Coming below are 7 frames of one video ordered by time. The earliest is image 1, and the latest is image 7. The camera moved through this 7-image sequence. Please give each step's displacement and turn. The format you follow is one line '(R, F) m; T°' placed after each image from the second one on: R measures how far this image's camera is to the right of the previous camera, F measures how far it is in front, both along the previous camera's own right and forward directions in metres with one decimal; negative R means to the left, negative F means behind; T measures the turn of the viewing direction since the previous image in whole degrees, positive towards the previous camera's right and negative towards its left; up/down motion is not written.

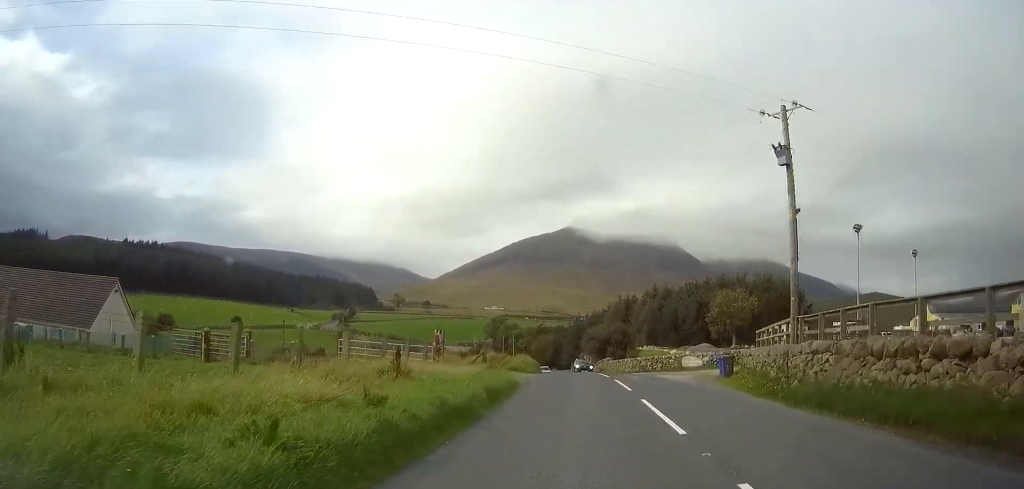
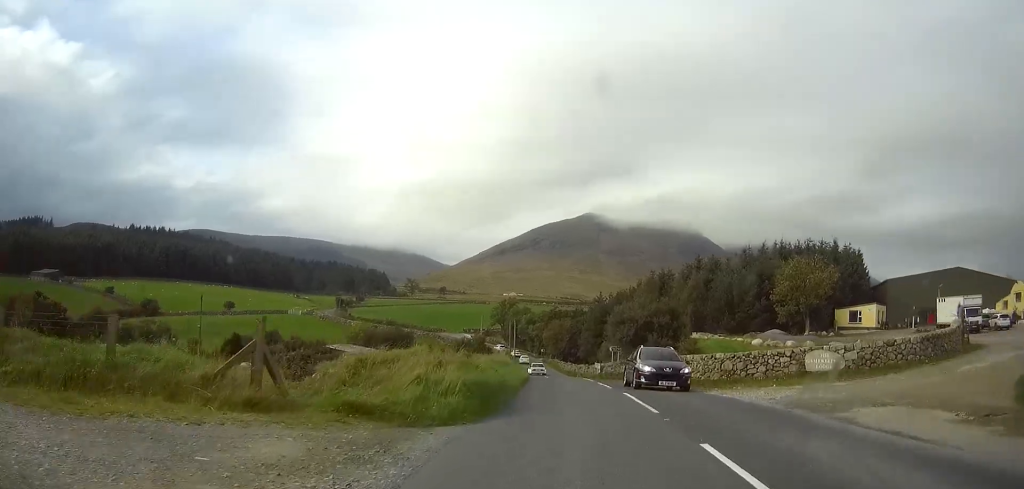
(-0.6, +24.7) m; -3°
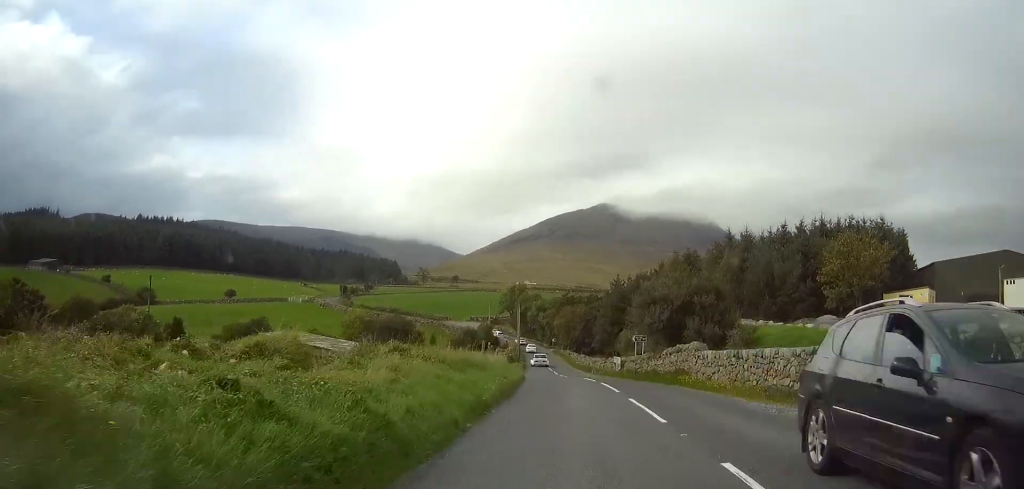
(-0.2, +11.1) m; -1°
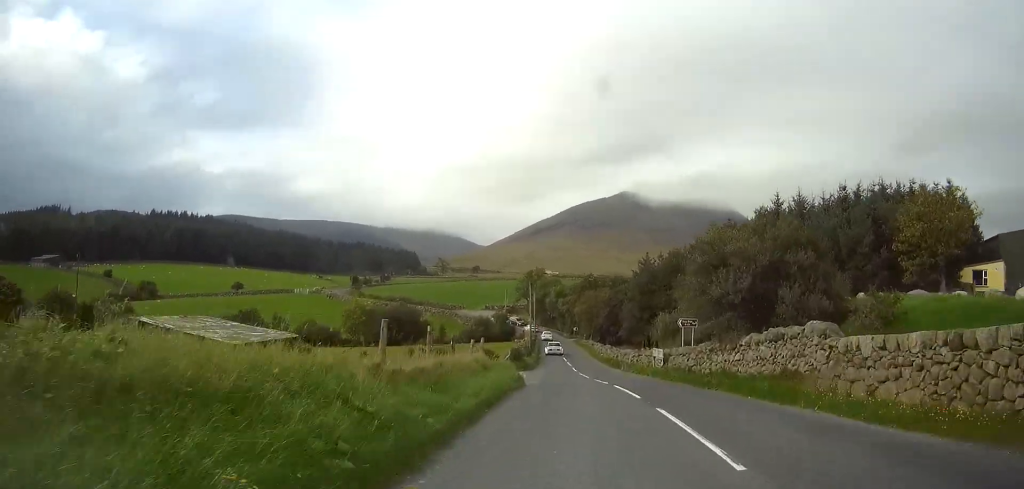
(-0.1, +12.4) m; -1°
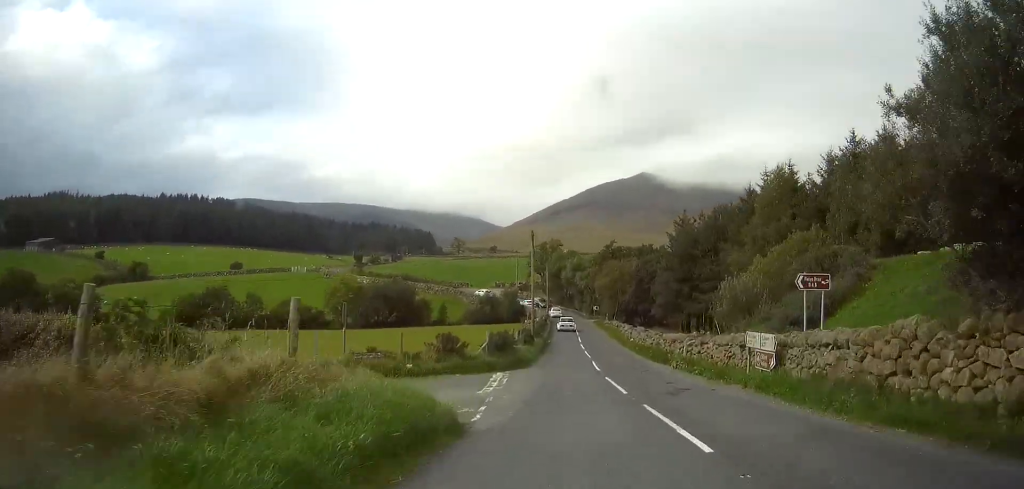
(-0.3, +16.3) m; -1°
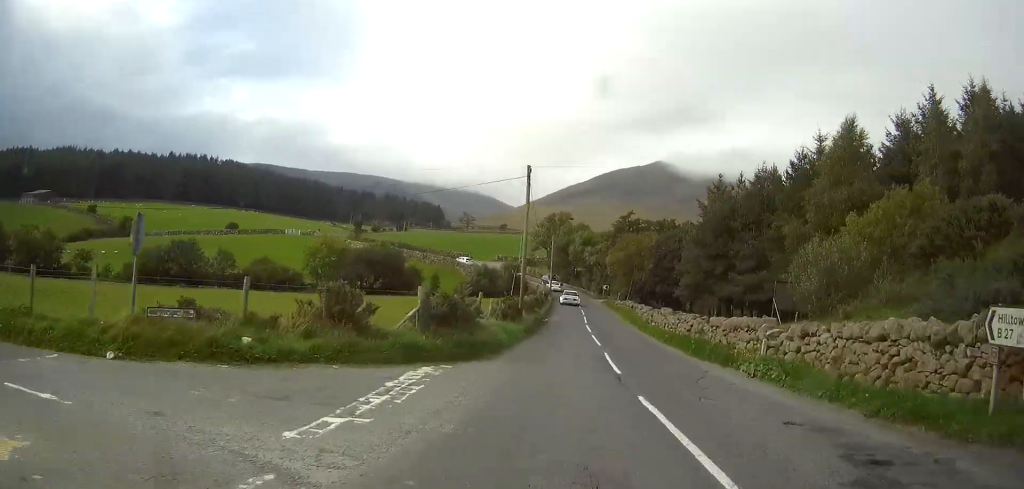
(-0.1, +10.9) m; -1°
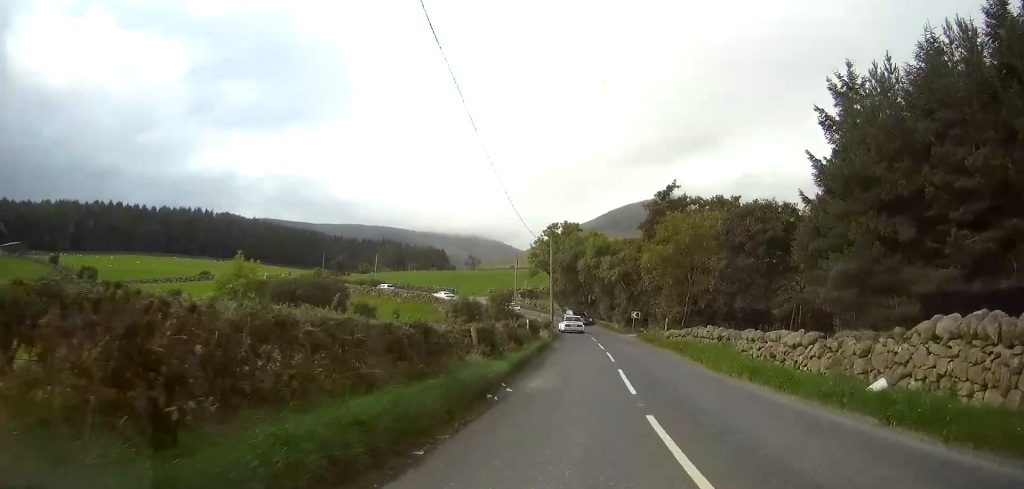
(-0.3, +26.7) m; -1°
